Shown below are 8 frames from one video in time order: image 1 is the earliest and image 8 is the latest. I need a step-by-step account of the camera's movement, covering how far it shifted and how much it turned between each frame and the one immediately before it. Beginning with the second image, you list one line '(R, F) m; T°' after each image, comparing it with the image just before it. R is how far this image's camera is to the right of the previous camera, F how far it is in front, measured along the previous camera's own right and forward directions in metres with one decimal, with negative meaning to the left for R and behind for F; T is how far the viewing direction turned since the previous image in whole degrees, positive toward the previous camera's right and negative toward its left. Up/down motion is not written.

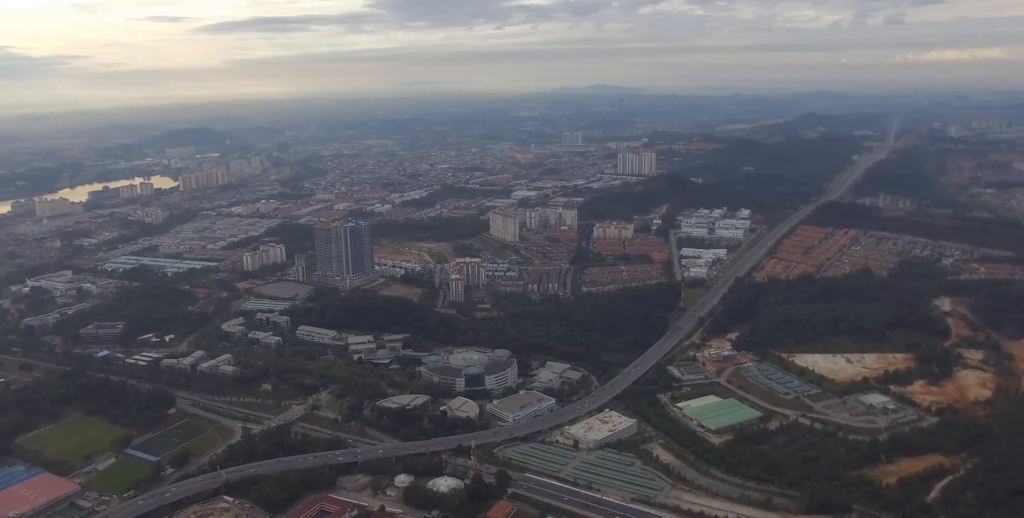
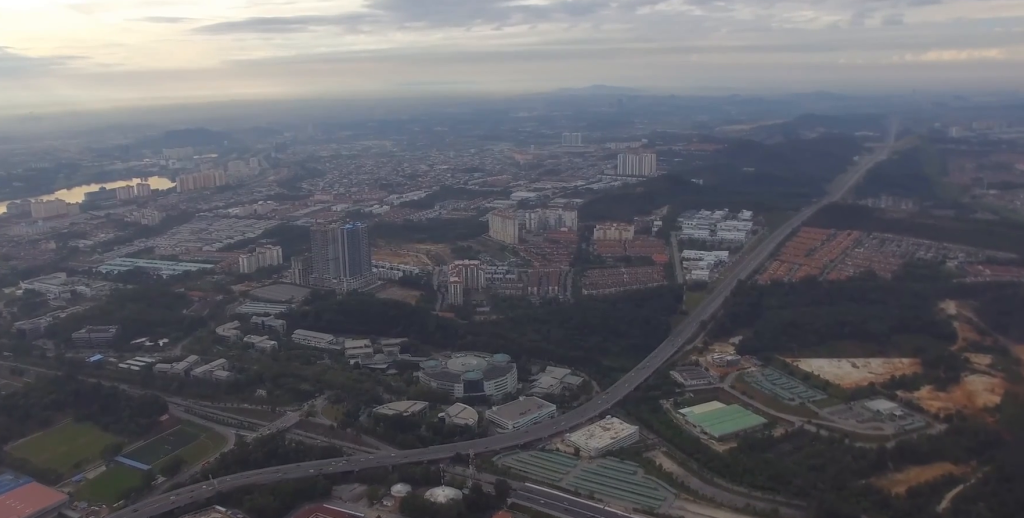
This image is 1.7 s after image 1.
(0.0, +19.3) m; 0°
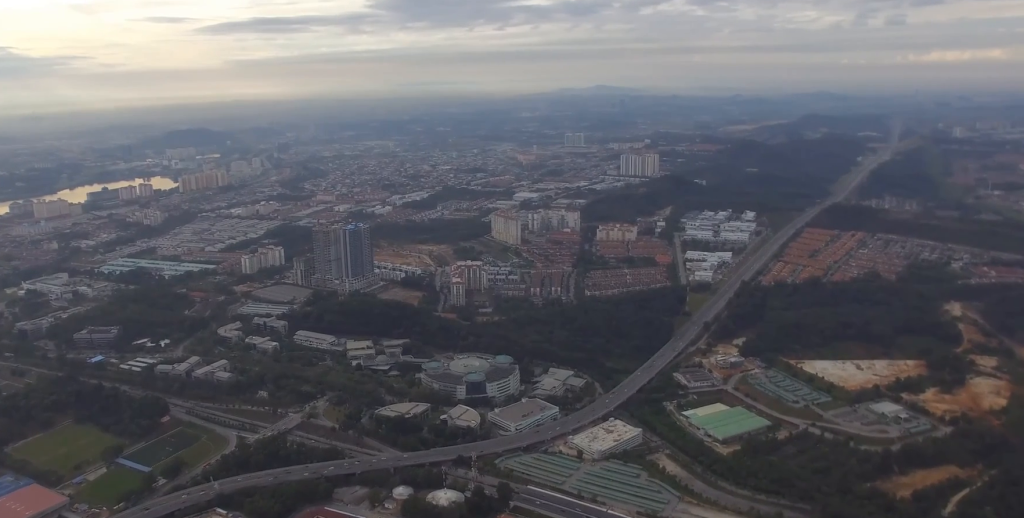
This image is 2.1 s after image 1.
(0.0, +4.8) m; 0°
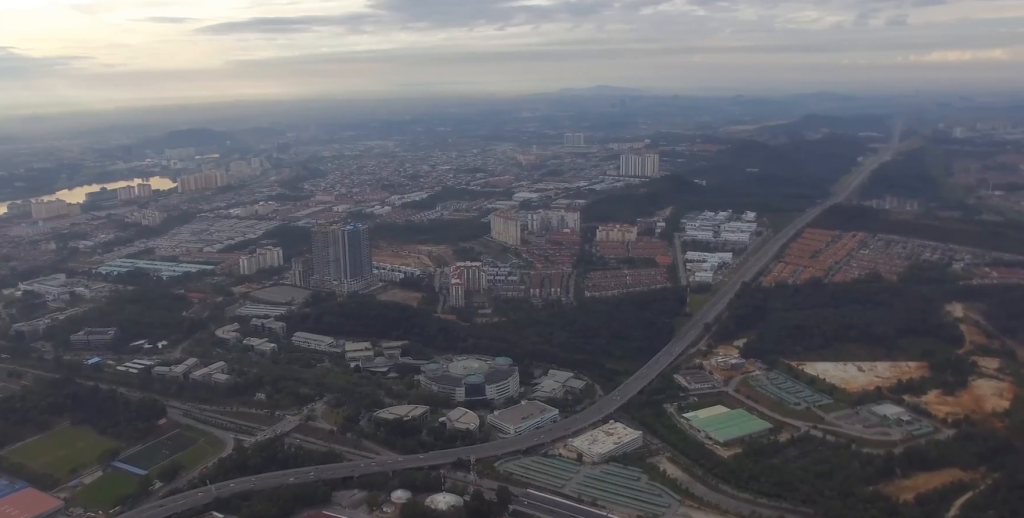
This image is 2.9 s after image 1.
(0.0, +8.5) m; 0°
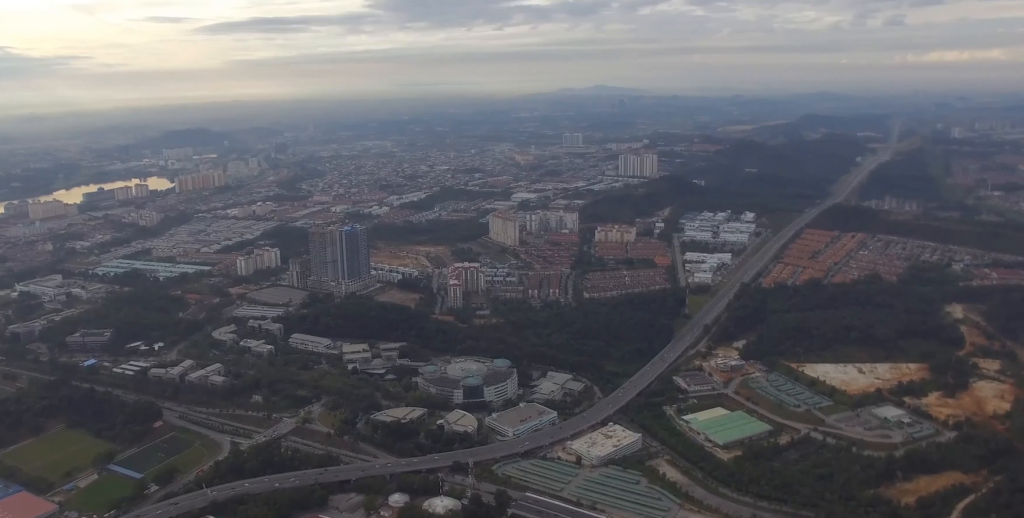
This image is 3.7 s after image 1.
(0.0, +8.0) m; 0°
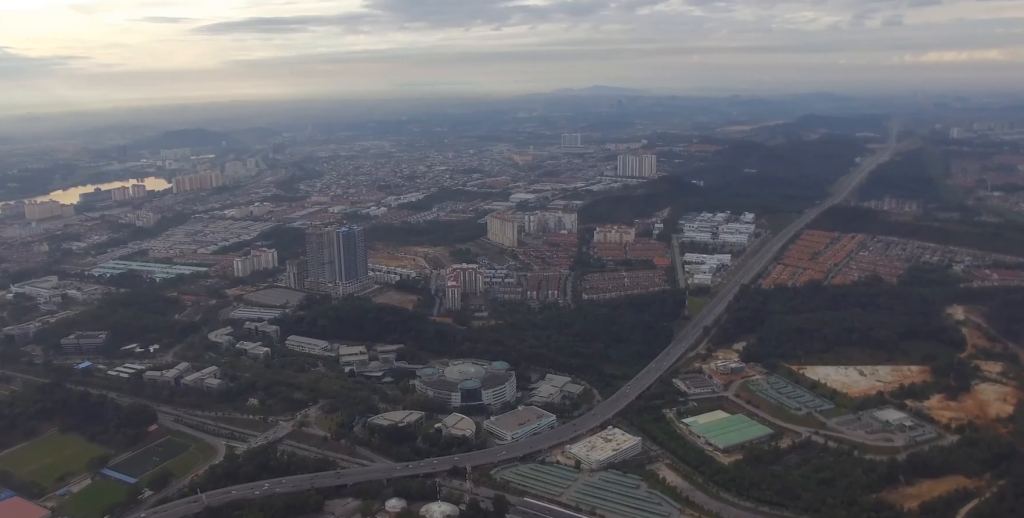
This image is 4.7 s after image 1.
(0.0, +10.7) m; 0°
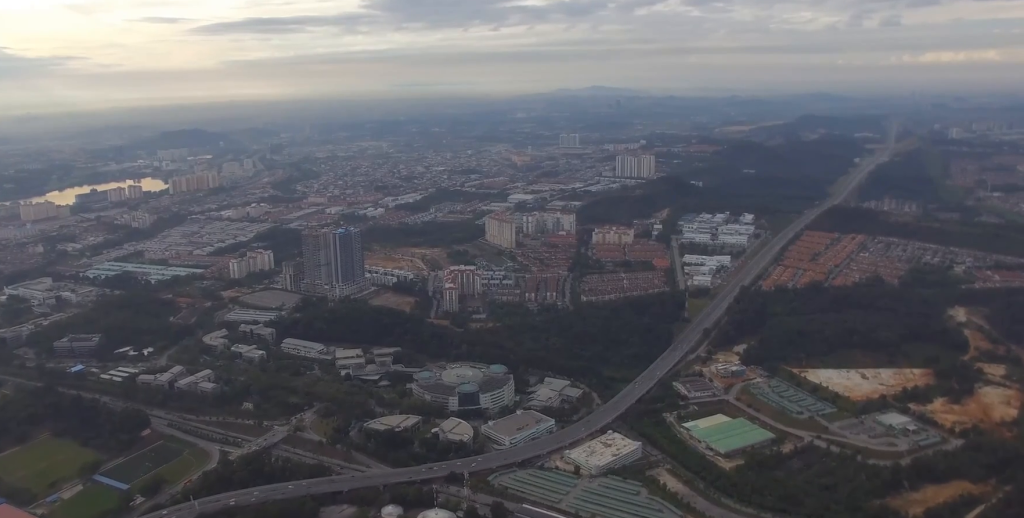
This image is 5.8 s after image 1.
(0.0, +12.6) m; 0°
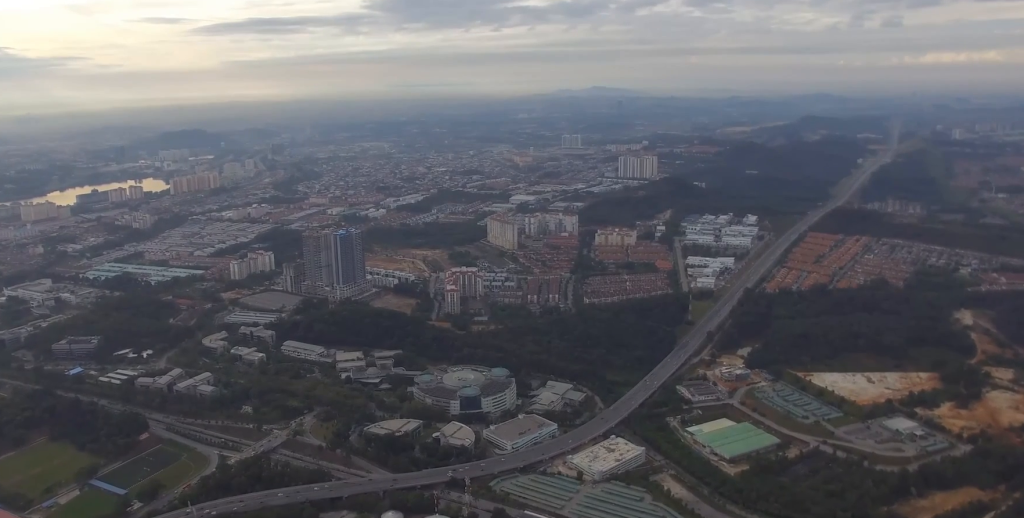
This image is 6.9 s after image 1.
(0.0, +11.3) m; 0°
